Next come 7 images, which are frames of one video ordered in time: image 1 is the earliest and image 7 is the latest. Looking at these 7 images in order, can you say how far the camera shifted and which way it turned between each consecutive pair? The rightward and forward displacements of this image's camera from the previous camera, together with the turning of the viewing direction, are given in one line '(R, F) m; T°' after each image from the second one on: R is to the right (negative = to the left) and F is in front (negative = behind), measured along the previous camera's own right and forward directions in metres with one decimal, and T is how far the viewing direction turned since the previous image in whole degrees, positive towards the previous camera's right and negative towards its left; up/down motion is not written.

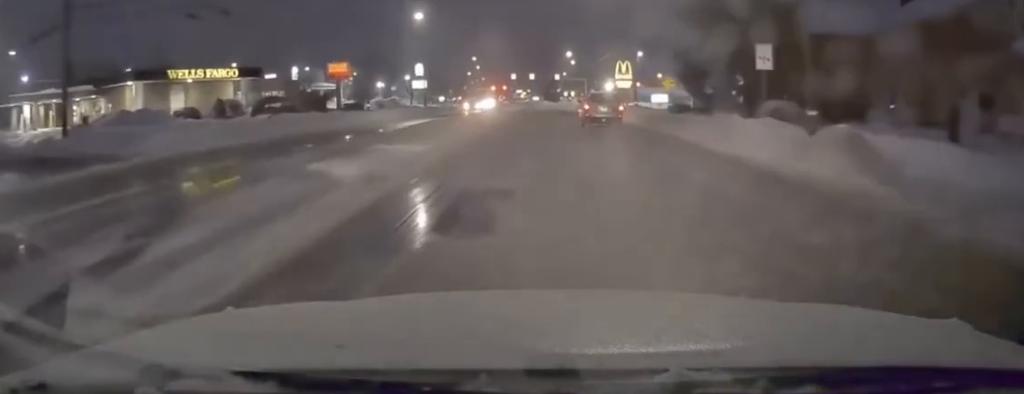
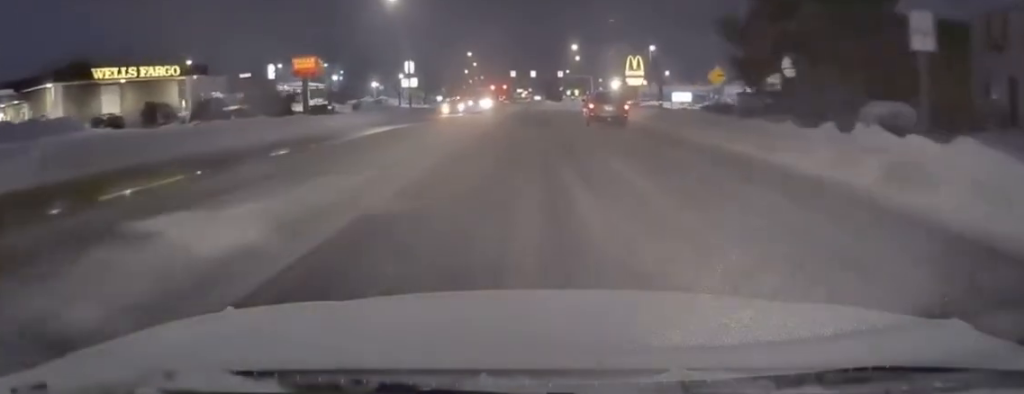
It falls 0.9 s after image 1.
(0.0, +11.1) m; -1°
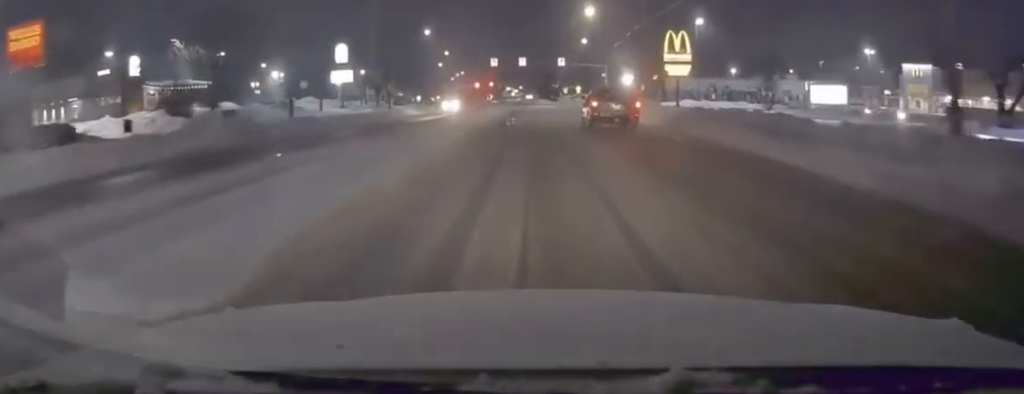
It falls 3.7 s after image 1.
(-0.5, +35.8) m; 0°
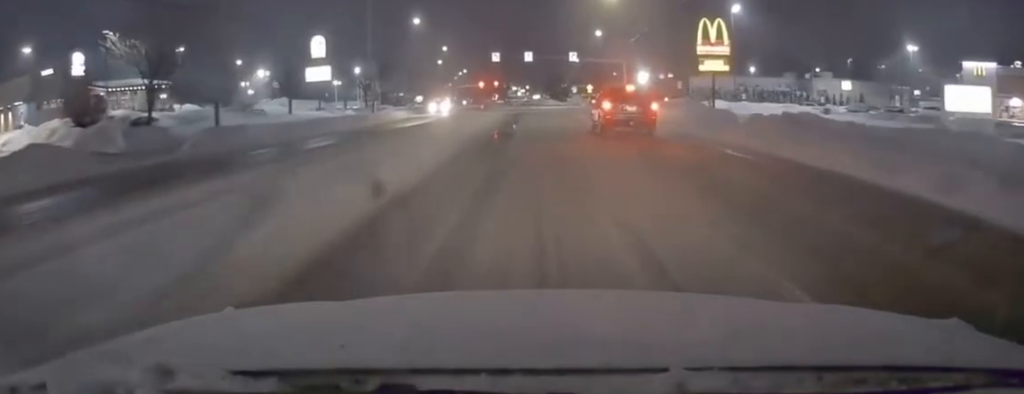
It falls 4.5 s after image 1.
(+0.1, +11.0) m; 0°
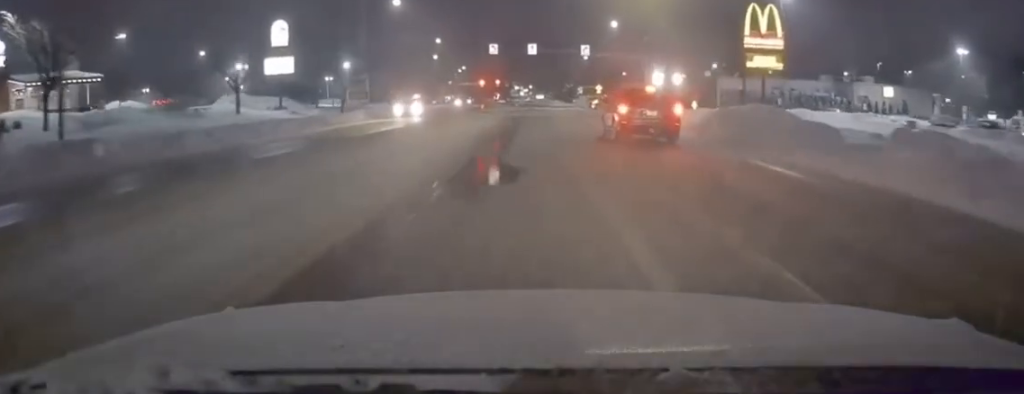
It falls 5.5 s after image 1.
(0.0, +11.7) m; -1°
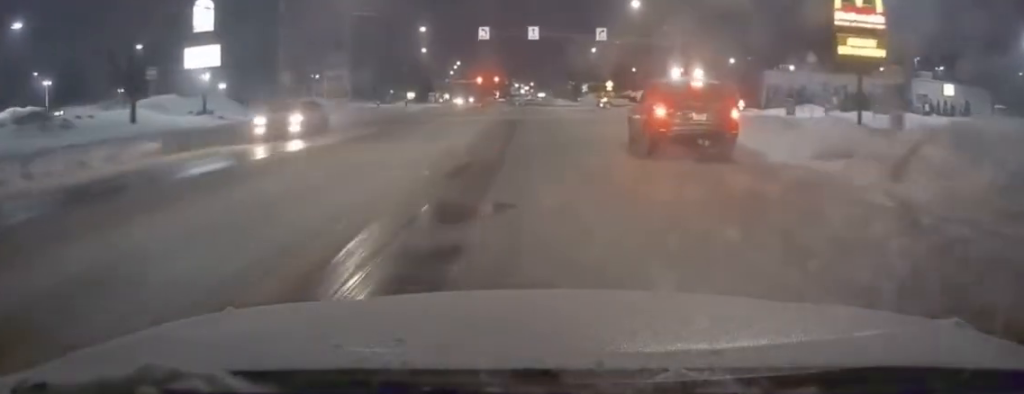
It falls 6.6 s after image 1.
(-0.1, +14.0) m; 0°
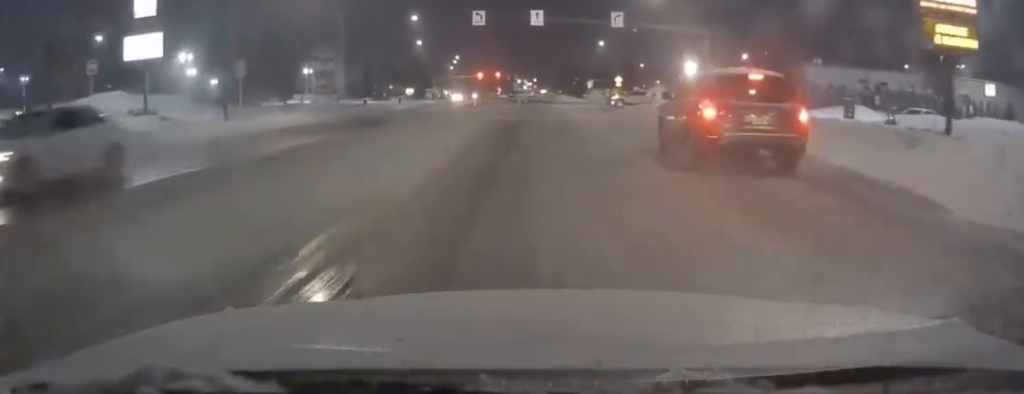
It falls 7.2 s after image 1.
(+0.1, +7.4) m; 0°
